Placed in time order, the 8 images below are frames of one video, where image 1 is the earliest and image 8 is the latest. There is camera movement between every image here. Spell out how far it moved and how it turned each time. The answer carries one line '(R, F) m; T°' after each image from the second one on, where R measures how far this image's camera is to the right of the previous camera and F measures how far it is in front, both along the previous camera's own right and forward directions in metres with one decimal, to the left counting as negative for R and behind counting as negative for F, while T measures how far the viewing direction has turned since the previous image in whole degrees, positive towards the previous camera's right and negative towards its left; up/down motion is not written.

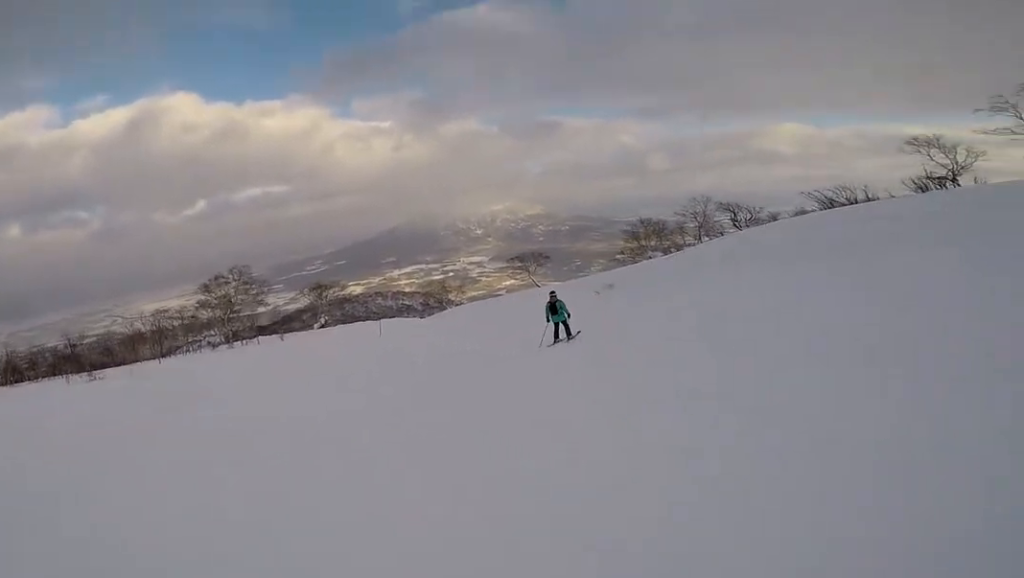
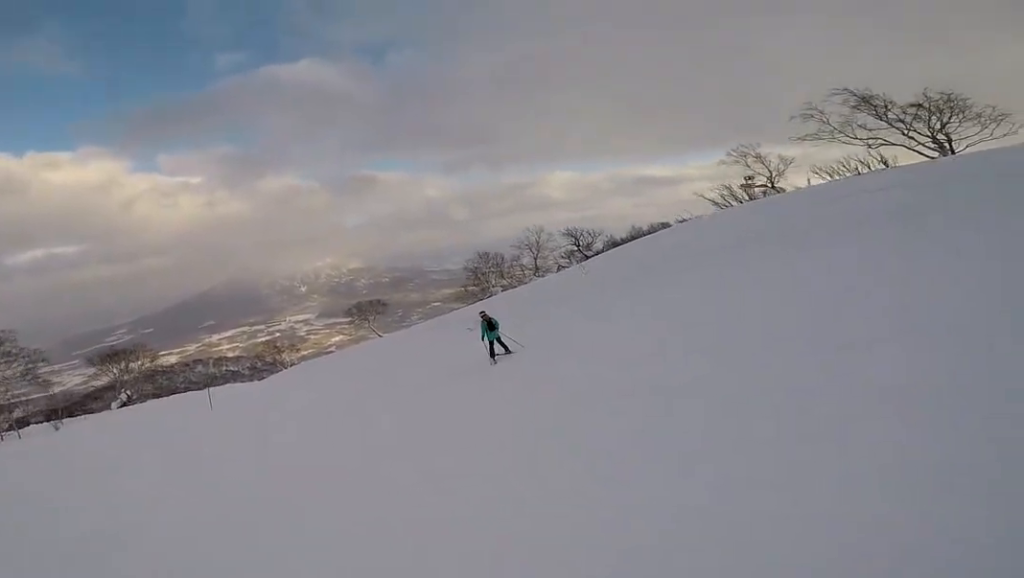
(+0.1, +5.8) m; +26°
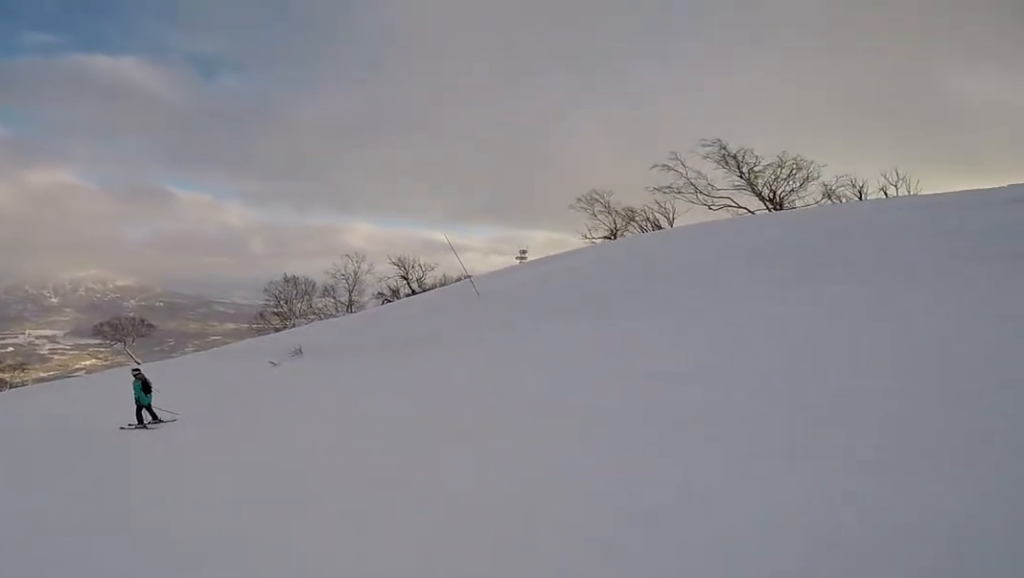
(+3.1, +6.8) m; +21°
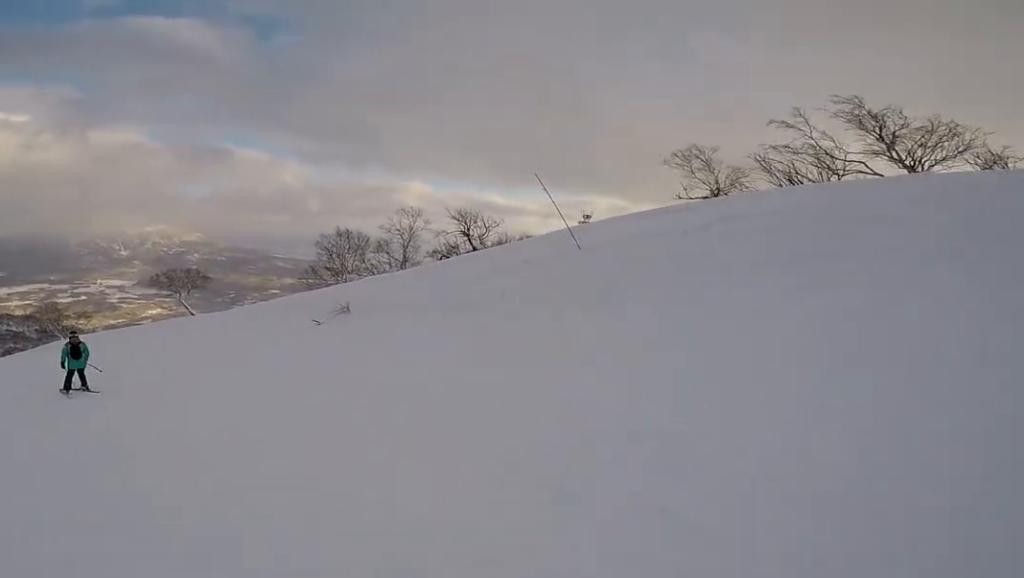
(+0.1, +2.7) m; -5°
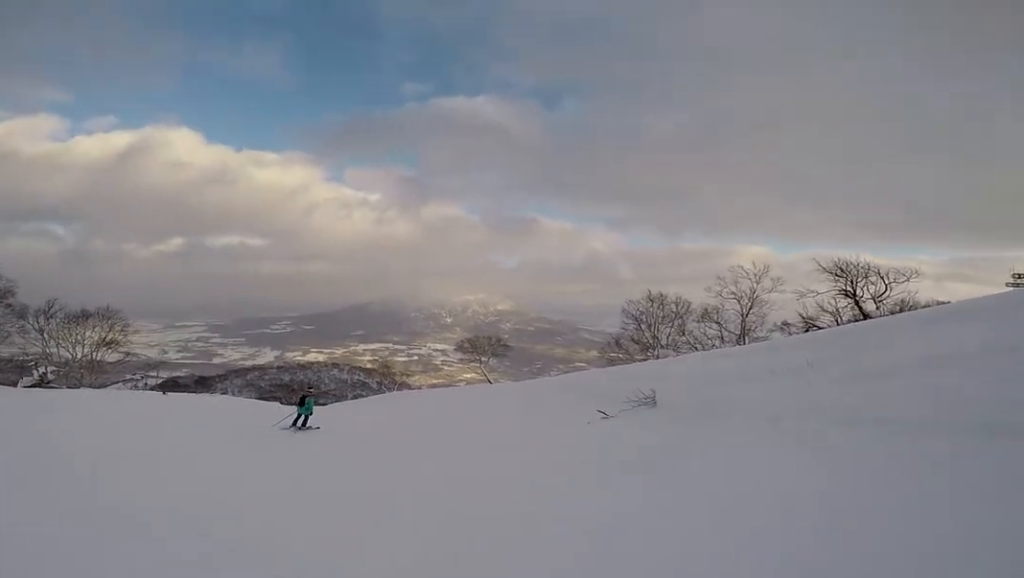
(-0.6, +4.6) m; -32°
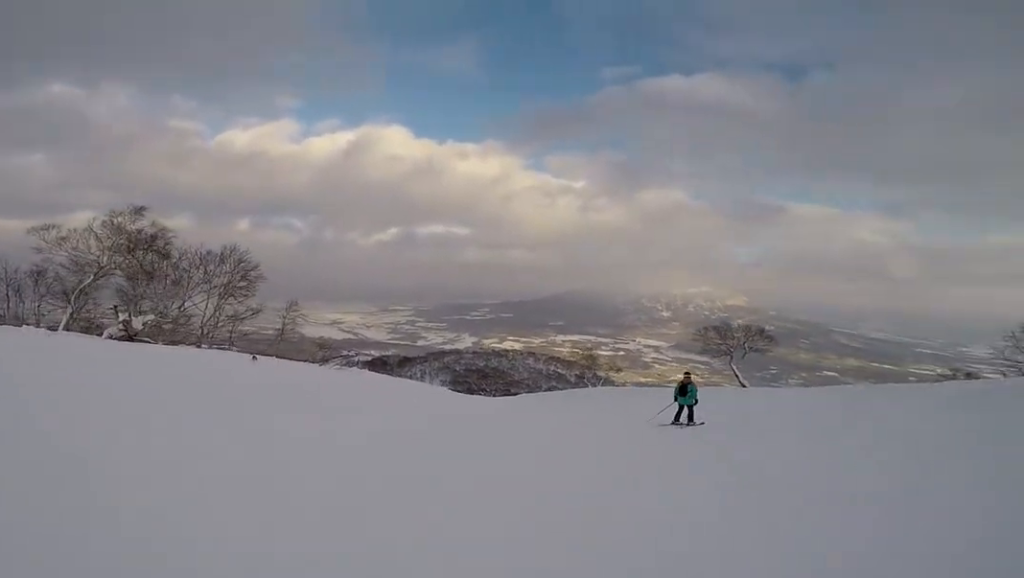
(-4.0, +7.7) m; -12°
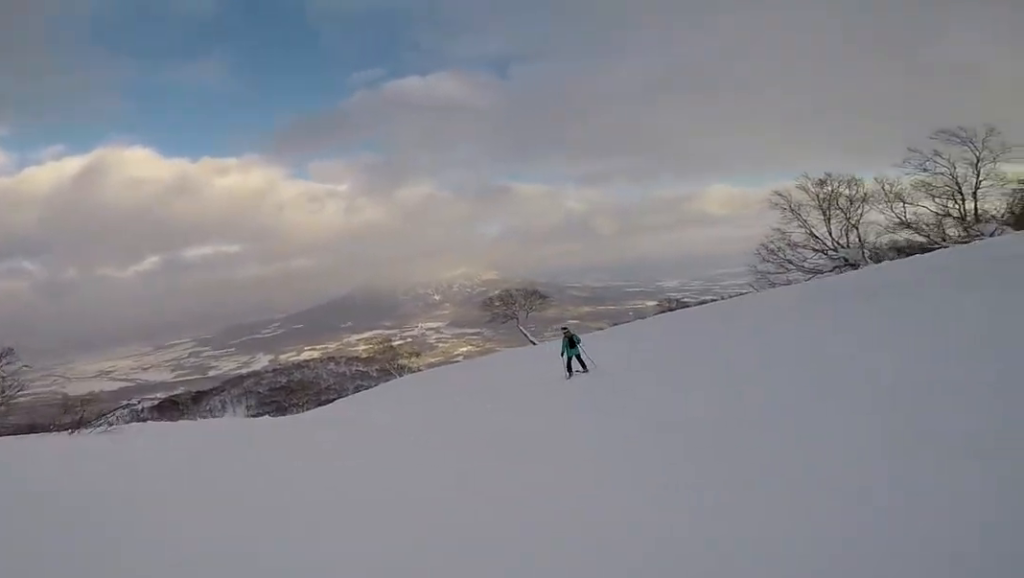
(+0.7, +3.2) m; +23°
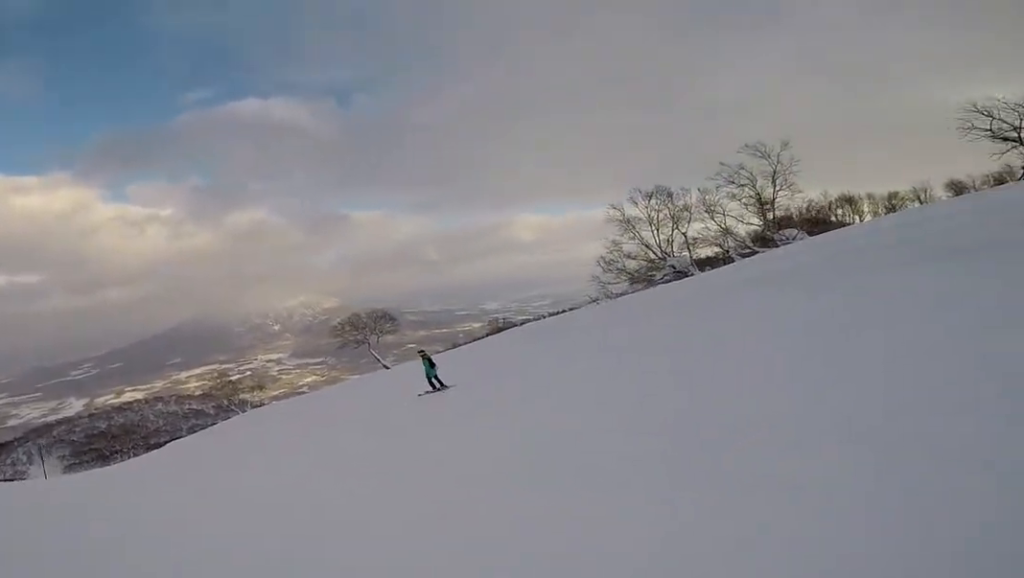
(+0.4, +2.4) m; +13°
